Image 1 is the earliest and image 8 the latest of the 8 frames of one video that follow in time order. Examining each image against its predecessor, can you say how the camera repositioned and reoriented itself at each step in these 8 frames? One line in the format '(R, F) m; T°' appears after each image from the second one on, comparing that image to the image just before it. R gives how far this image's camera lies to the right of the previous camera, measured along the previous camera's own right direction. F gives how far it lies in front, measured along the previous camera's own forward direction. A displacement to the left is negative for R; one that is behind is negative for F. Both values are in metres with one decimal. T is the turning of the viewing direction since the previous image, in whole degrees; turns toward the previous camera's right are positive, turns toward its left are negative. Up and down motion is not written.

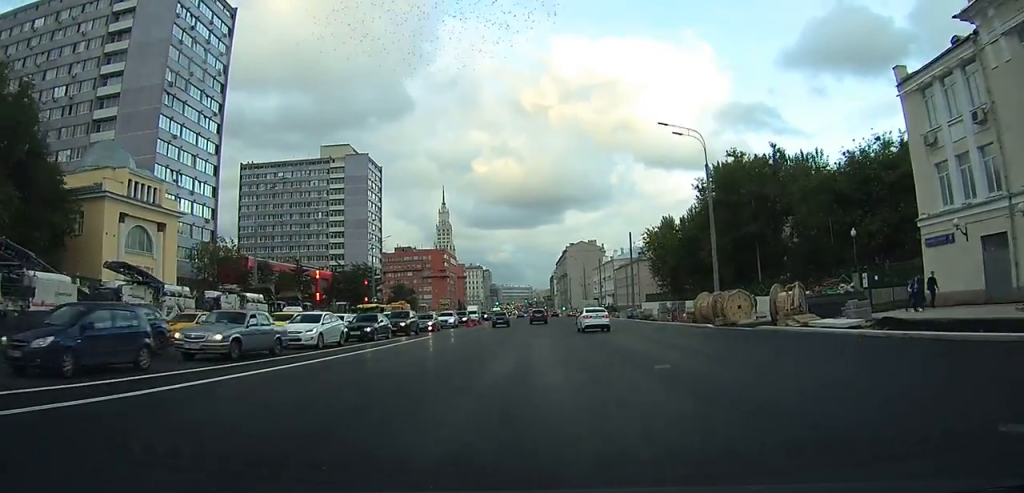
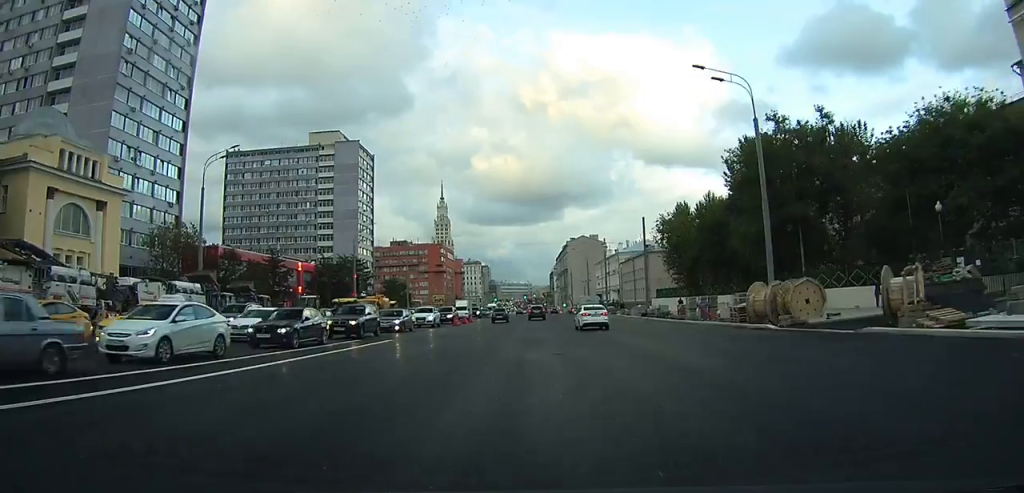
(0.0, +9.9) m; 0°
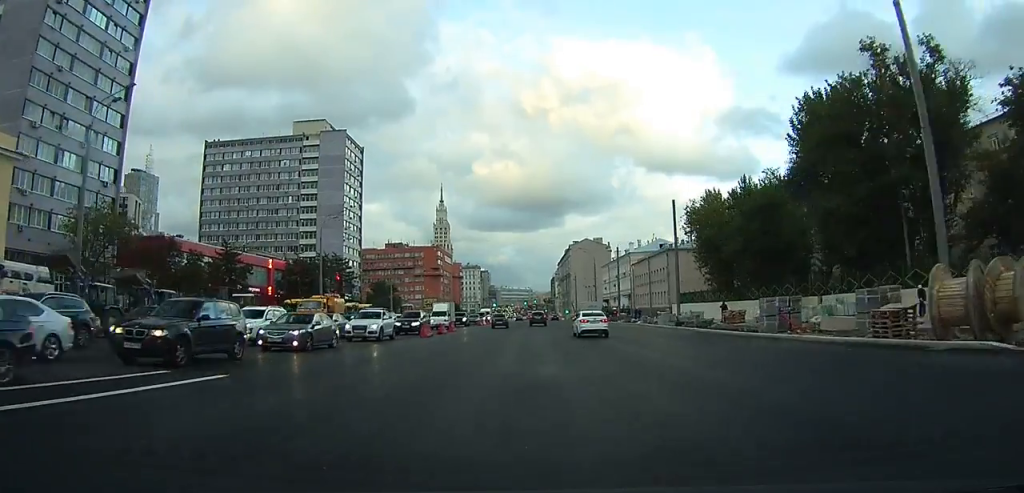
(+0.1, +14.6) m; 0°
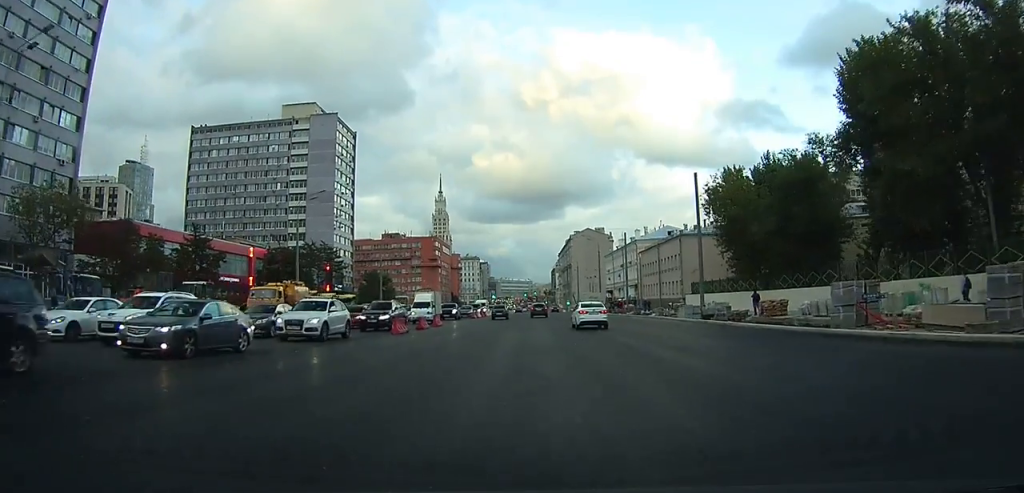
(+0.1, +7.6) m; 0°
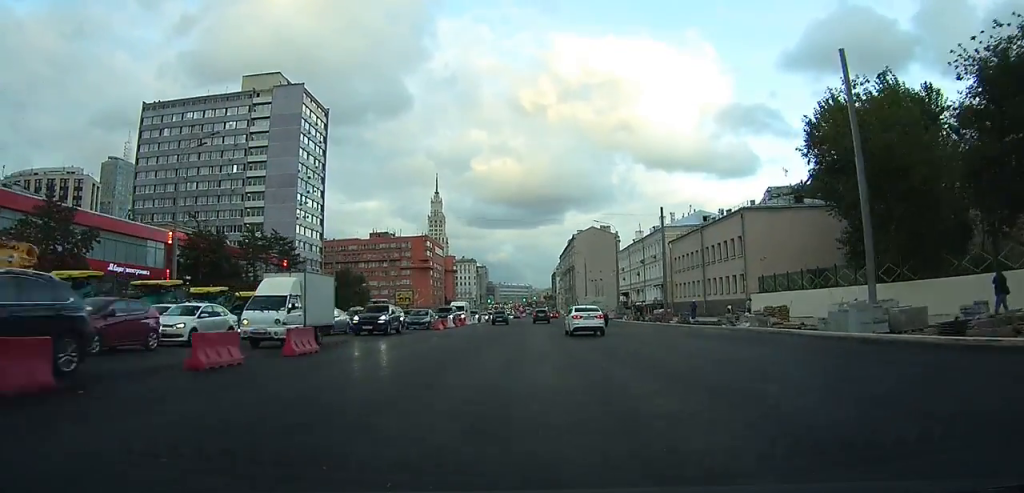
(-0.1, +24.1) m; 0°
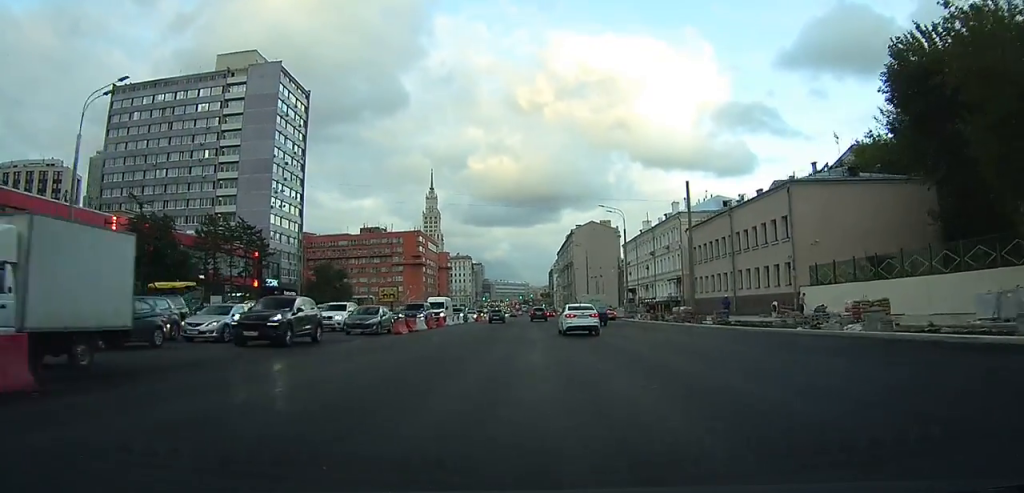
(0.0, +11.2) m; +1°
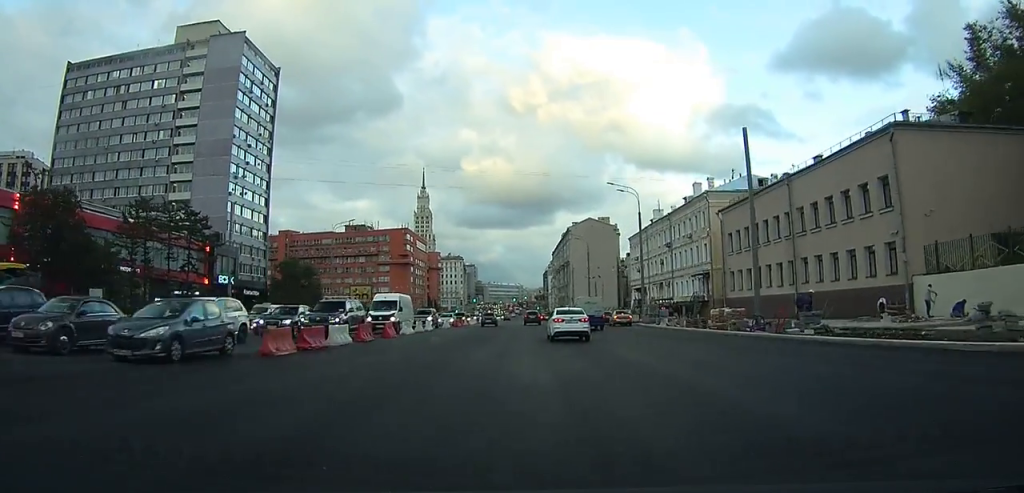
(+0.1, +14.7) m; +1°
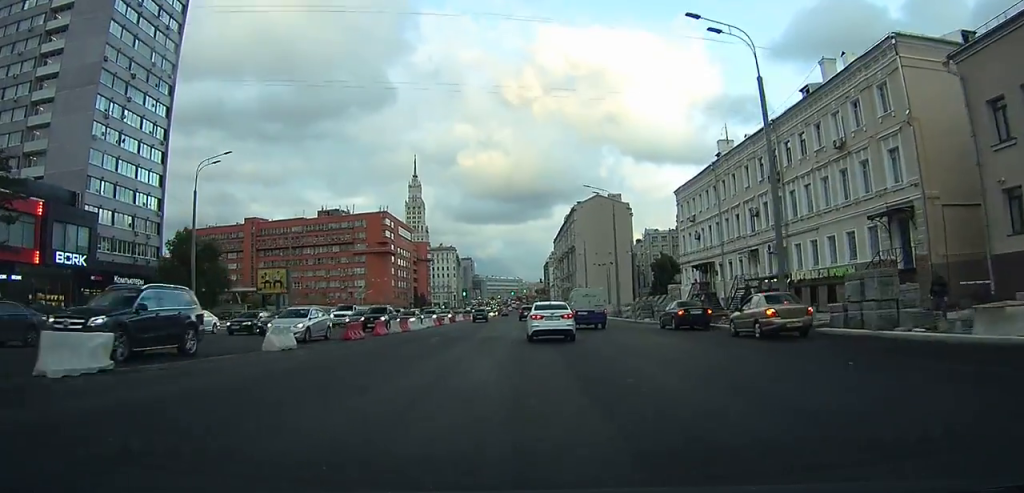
(0.0, +34.9) m; -1°
